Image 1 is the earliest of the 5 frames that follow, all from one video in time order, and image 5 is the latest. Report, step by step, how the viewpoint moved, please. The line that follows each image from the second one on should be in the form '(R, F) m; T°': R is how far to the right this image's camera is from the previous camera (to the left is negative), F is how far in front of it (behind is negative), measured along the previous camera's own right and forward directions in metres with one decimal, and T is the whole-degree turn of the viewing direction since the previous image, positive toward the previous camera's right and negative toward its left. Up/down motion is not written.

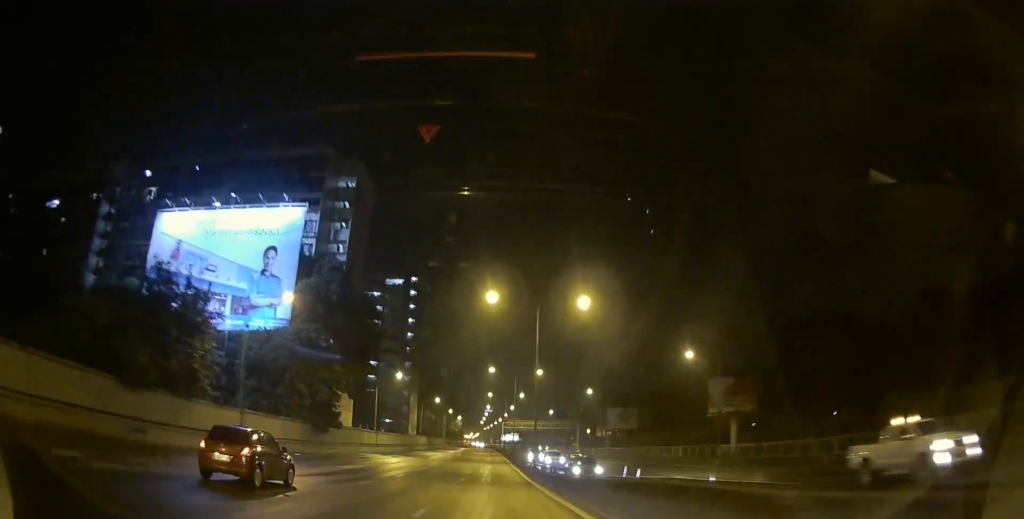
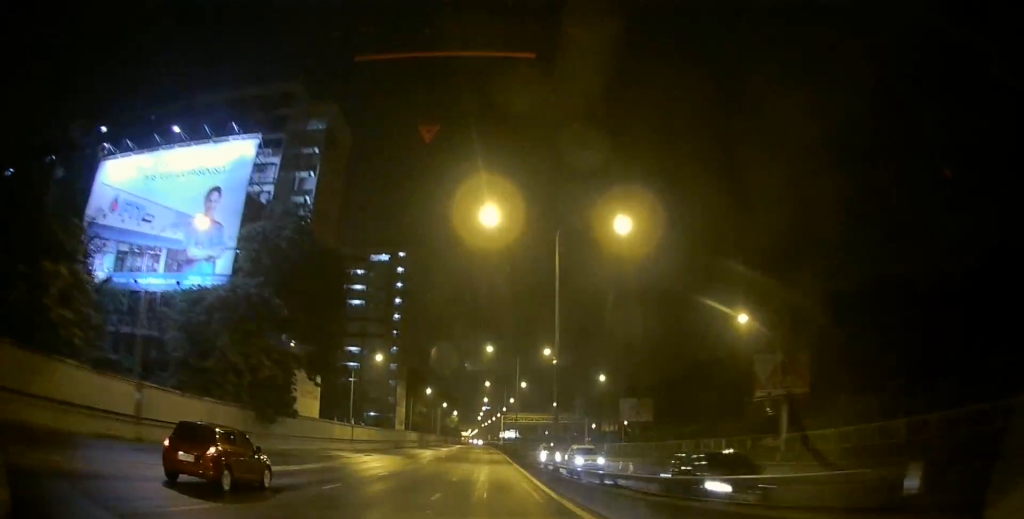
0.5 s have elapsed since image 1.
(0.0, +13.6) m; 0°
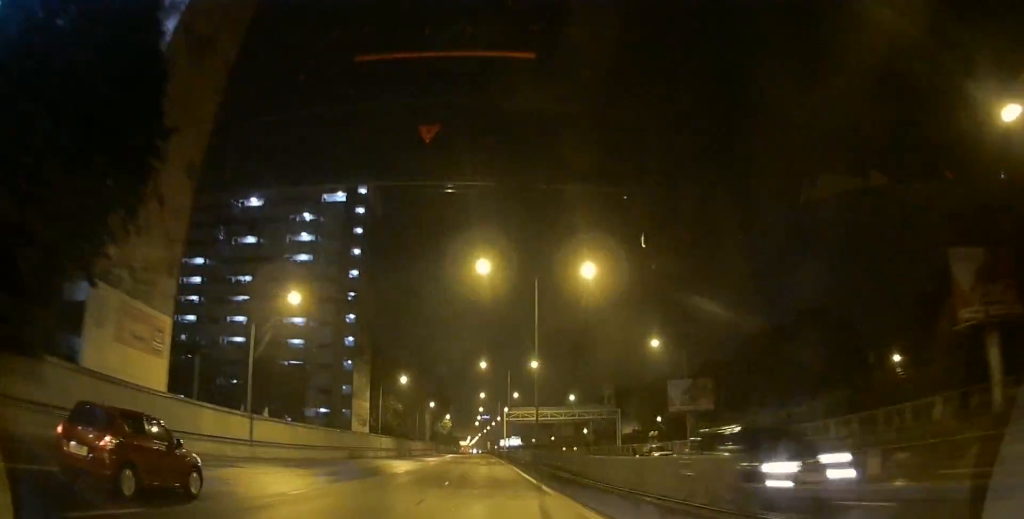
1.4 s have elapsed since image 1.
(-0.1, +29.0) m; 0°
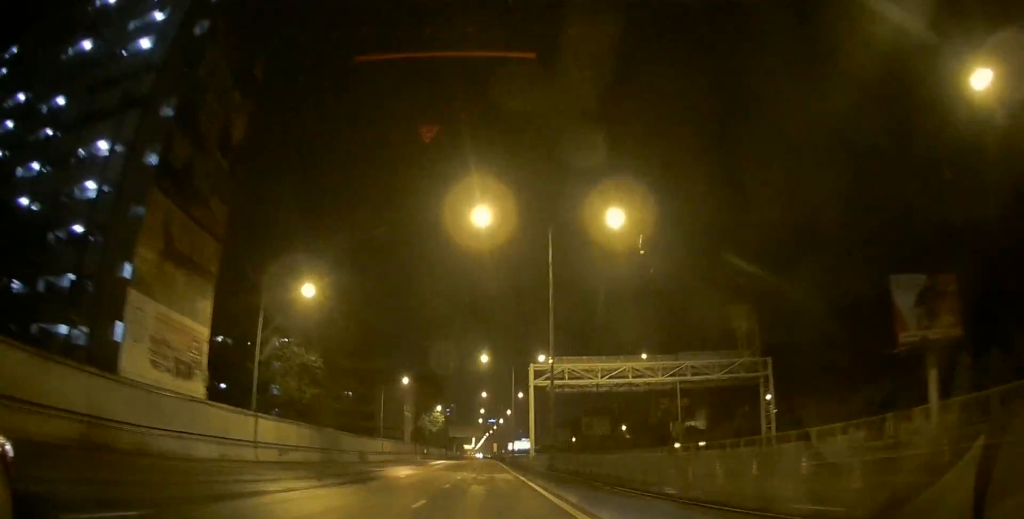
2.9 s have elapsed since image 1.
(-0.1, +45.4) m; -1°
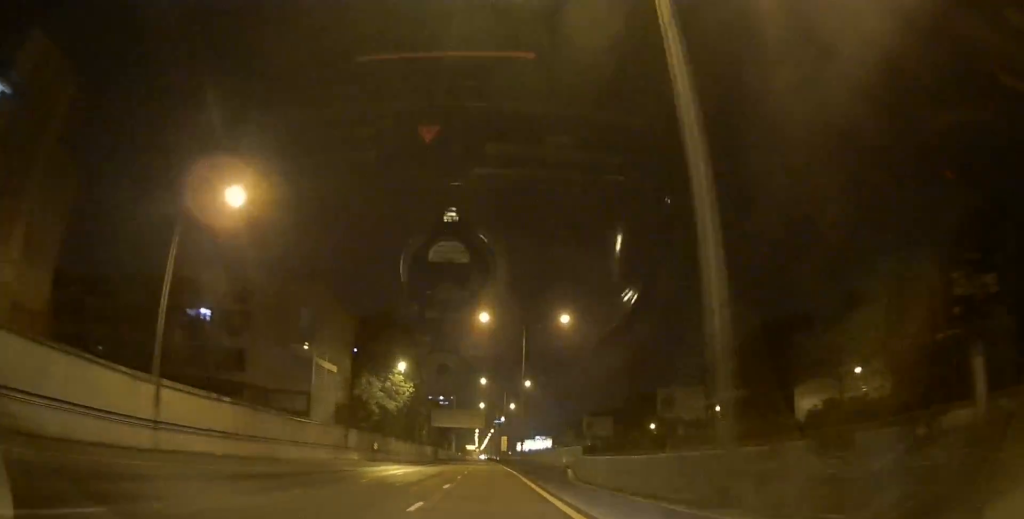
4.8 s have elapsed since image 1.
(-0.5, +55.4) m; -1°
